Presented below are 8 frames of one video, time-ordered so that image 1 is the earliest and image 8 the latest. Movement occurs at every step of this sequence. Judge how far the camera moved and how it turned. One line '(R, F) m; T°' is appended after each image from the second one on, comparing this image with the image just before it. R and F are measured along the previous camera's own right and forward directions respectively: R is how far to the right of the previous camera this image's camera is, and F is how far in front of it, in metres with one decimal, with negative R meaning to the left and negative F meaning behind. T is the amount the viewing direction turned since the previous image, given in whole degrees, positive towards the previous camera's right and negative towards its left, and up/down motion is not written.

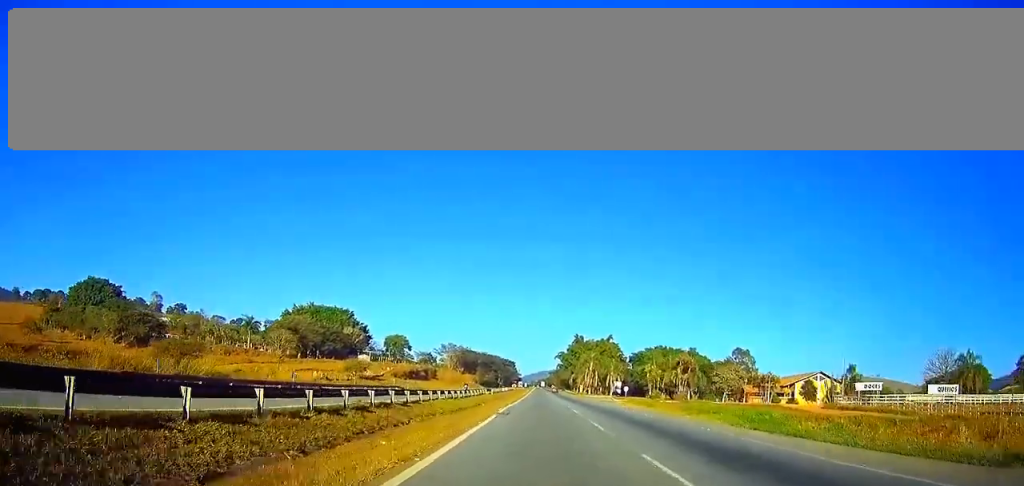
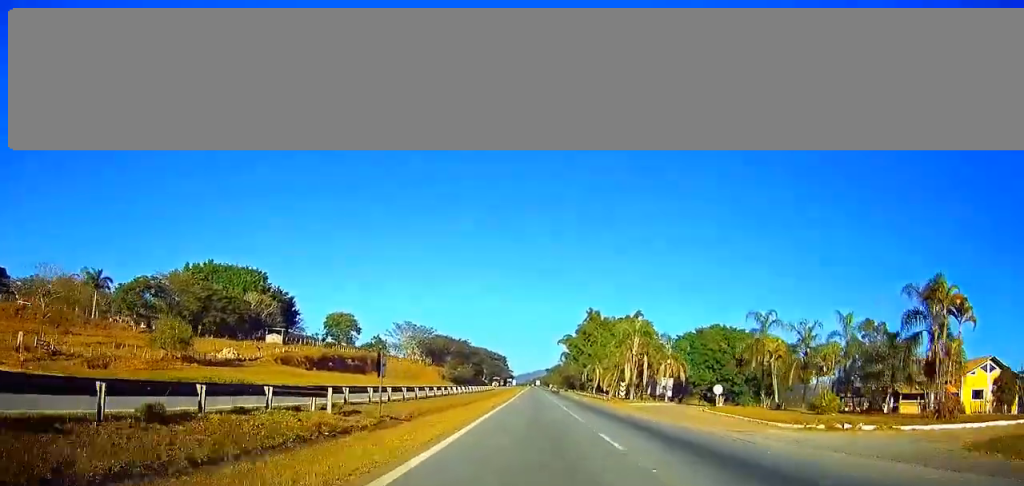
(+0.1, +74.5) m; 0°
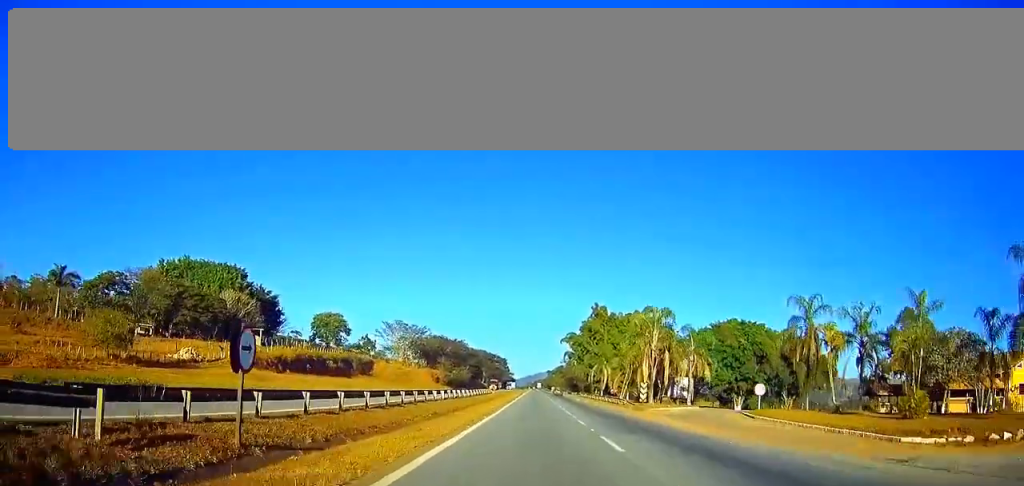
(0.0, +12.6) m; 0°
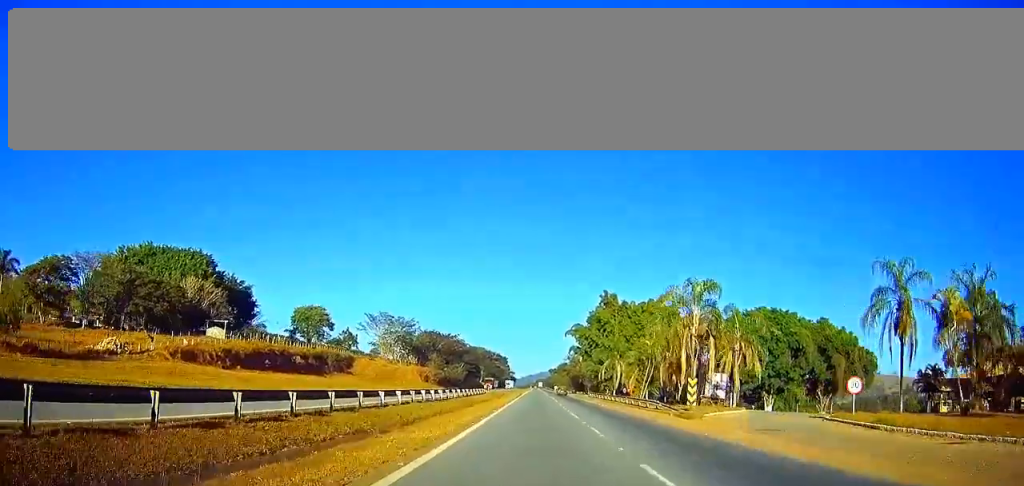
(0.0, +17.3) m; 0°
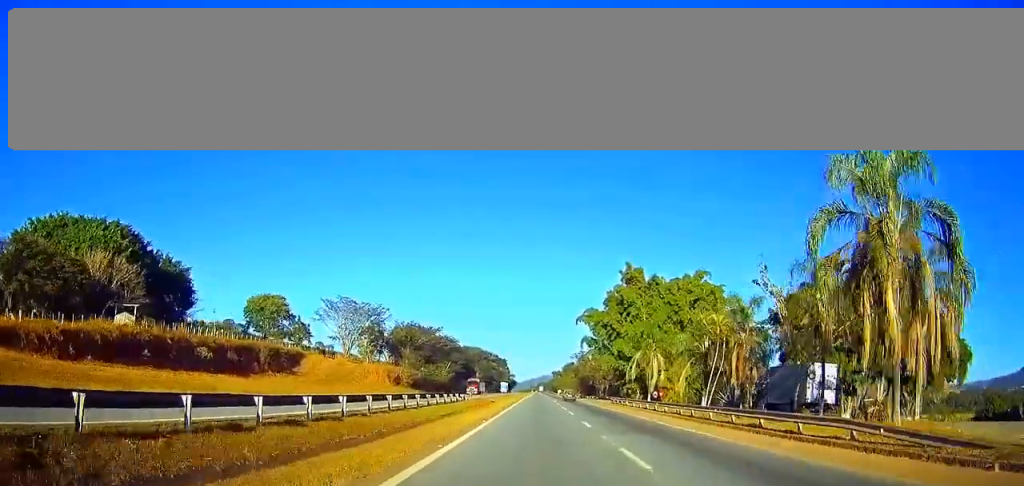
(0.0, +30.6) m; 0°
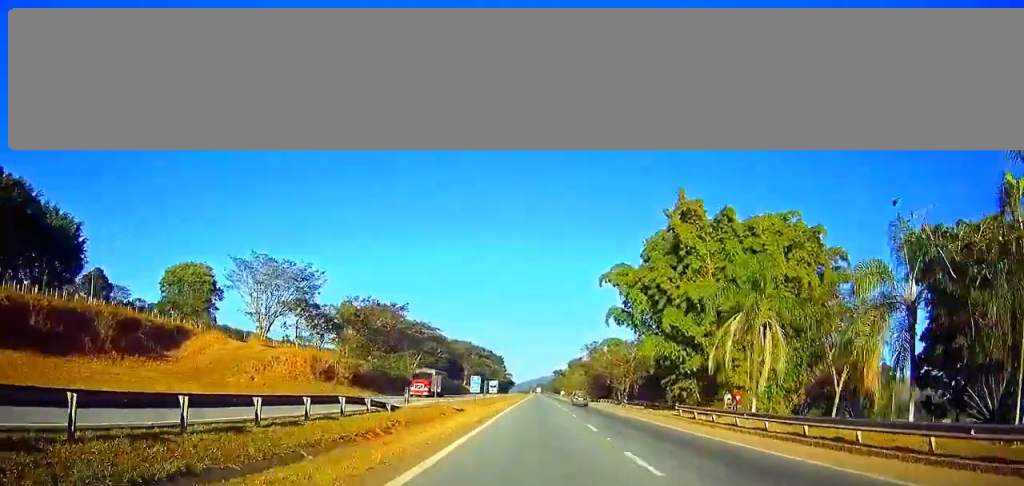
(0.0, +36.1) m; 0°
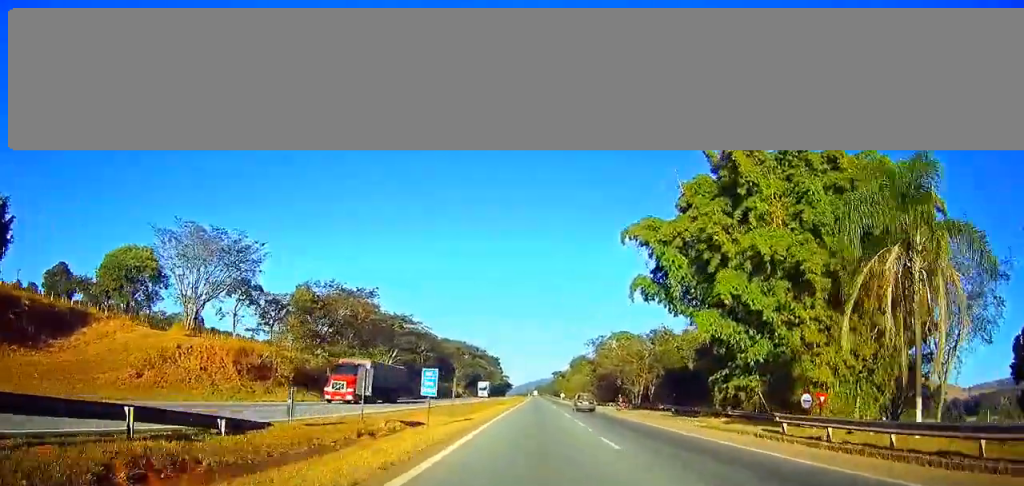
(0.0, +17.9) m; 0°
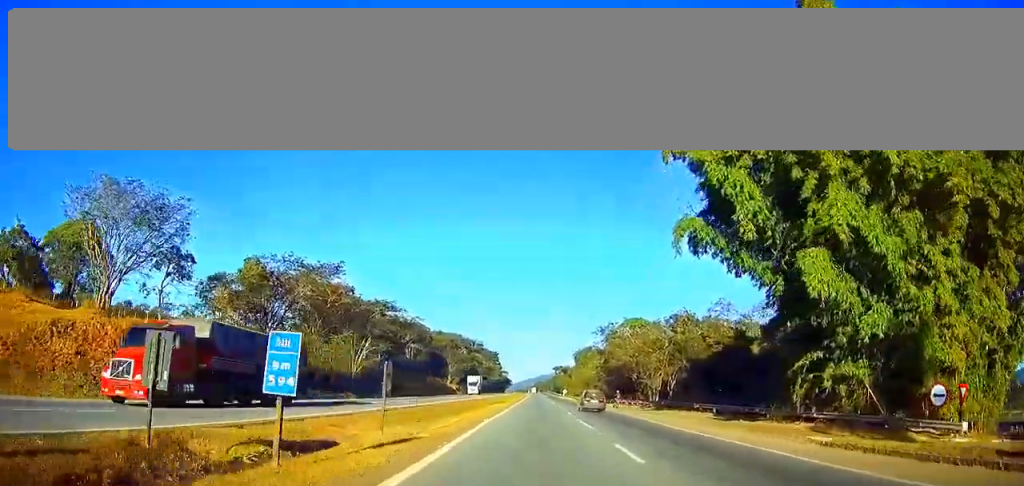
(0.0, +15.0) m; 0°
